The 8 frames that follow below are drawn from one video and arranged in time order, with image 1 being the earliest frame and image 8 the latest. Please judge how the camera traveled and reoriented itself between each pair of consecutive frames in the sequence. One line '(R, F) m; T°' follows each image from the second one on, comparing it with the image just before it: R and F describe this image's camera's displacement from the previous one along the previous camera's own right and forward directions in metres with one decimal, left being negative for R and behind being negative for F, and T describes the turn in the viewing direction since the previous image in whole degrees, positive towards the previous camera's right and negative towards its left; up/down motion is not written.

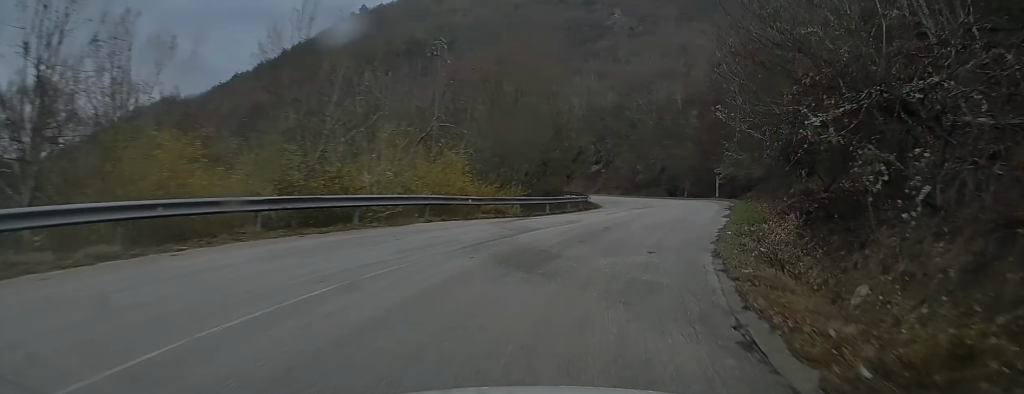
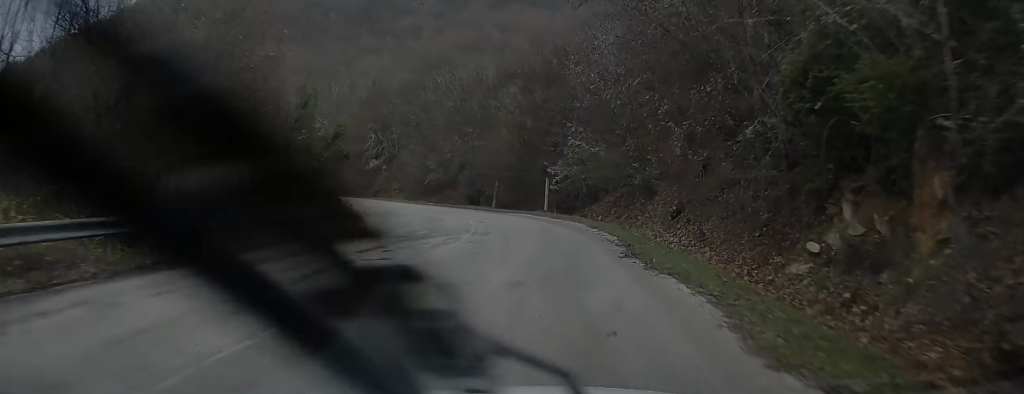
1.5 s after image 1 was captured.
(+2.5, +16.5) m; +18°
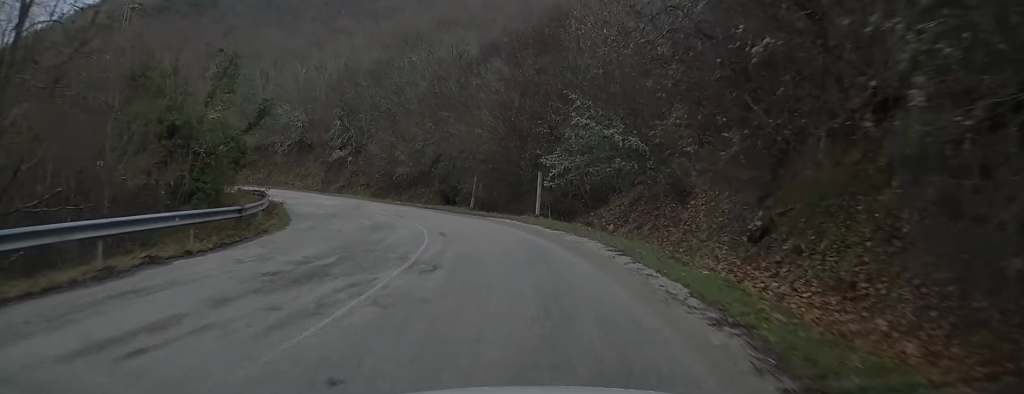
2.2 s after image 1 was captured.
(+0.5, +8.0) m; +3°
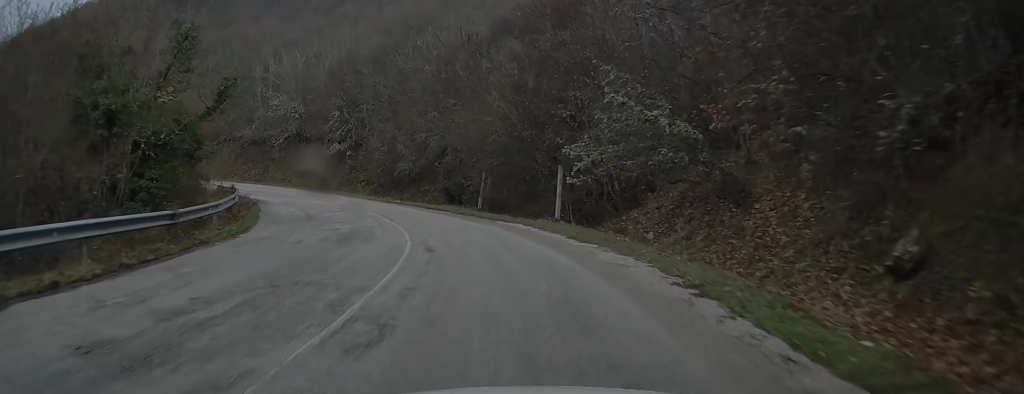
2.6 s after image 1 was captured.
(+0.1, +4.6) m; +1°
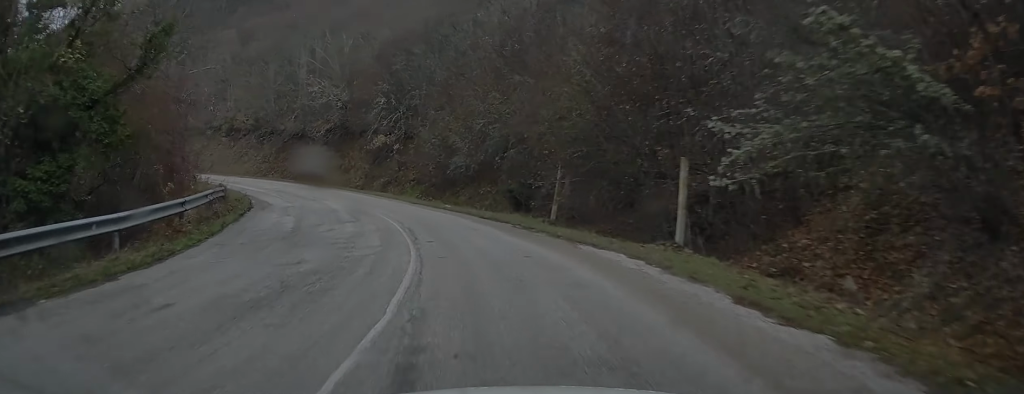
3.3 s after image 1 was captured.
(+0.1, +8.1) m; -3°
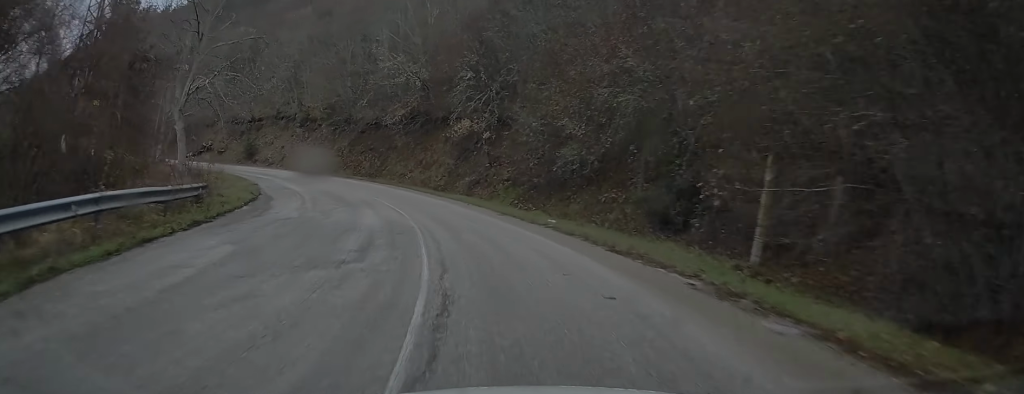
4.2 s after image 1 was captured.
(-0.6, +9.7) m; -8°
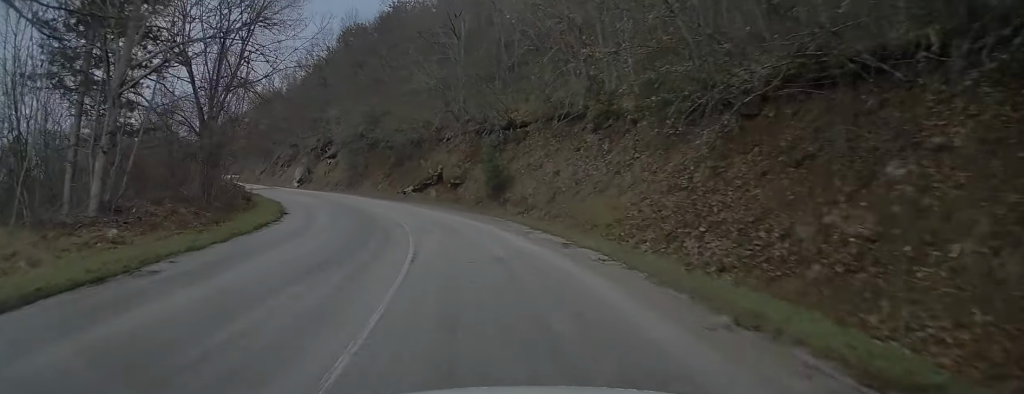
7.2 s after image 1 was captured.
(-9.7, +34.2) m; -30°
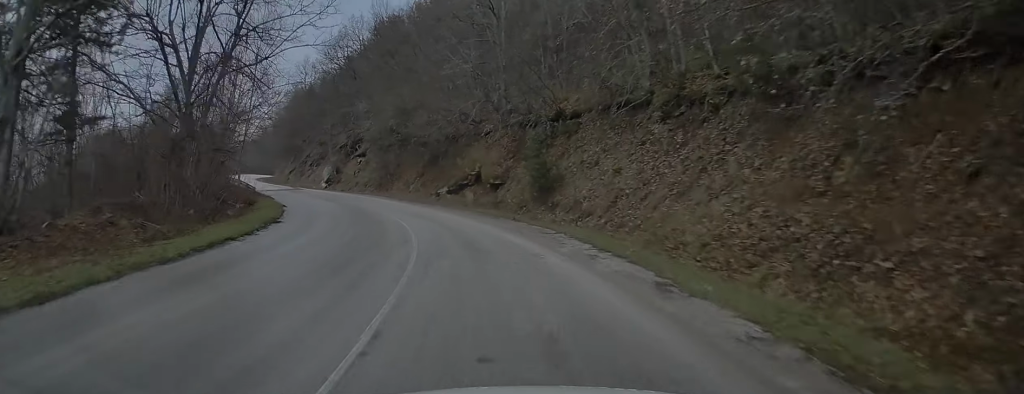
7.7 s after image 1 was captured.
(-0.1, +5.9) m; -4°
